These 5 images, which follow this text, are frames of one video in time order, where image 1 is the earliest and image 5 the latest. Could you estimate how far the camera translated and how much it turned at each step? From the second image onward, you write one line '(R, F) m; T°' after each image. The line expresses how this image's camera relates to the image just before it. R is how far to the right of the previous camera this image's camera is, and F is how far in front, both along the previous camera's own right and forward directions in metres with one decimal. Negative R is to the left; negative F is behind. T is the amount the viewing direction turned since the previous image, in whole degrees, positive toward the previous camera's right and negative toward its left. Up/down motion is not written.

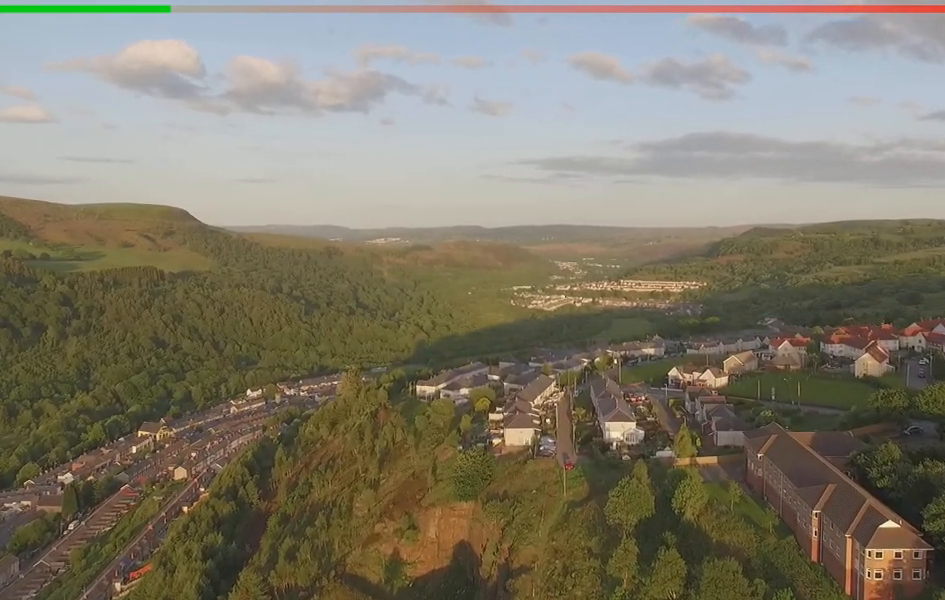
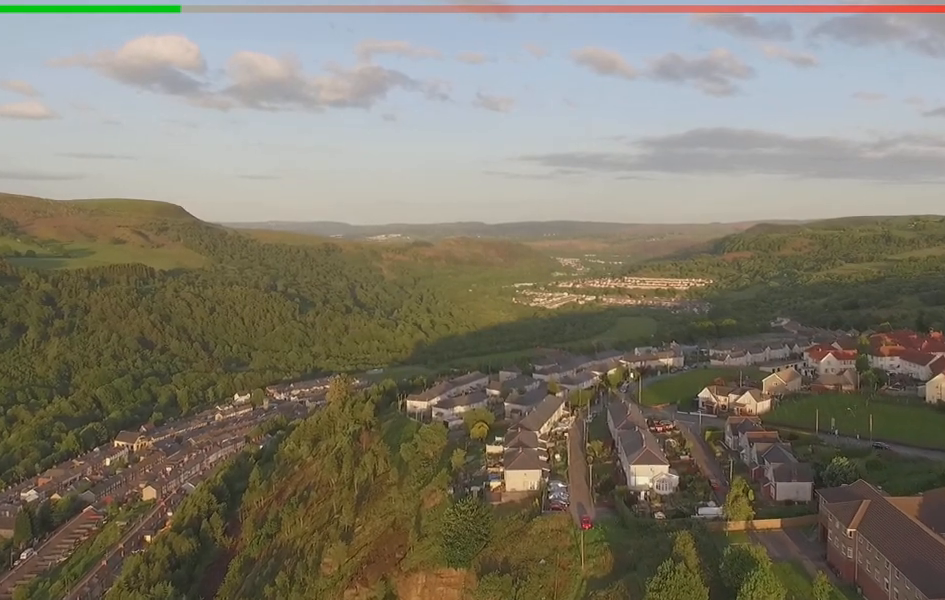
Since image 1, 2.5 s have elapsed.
(+0.2, +38.7) m; 0°
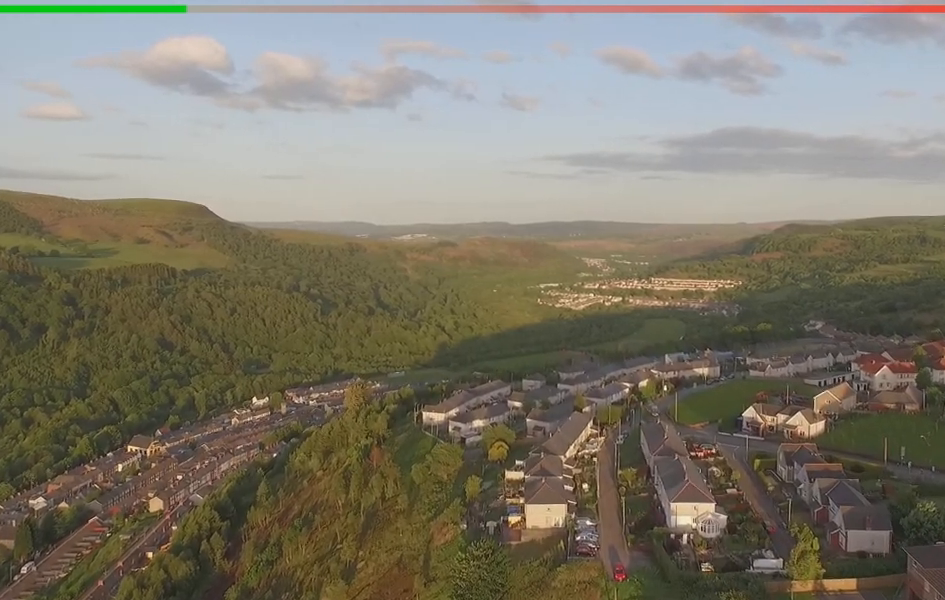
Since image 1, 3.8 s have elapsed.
(-0.1, +19.6) m; -1°
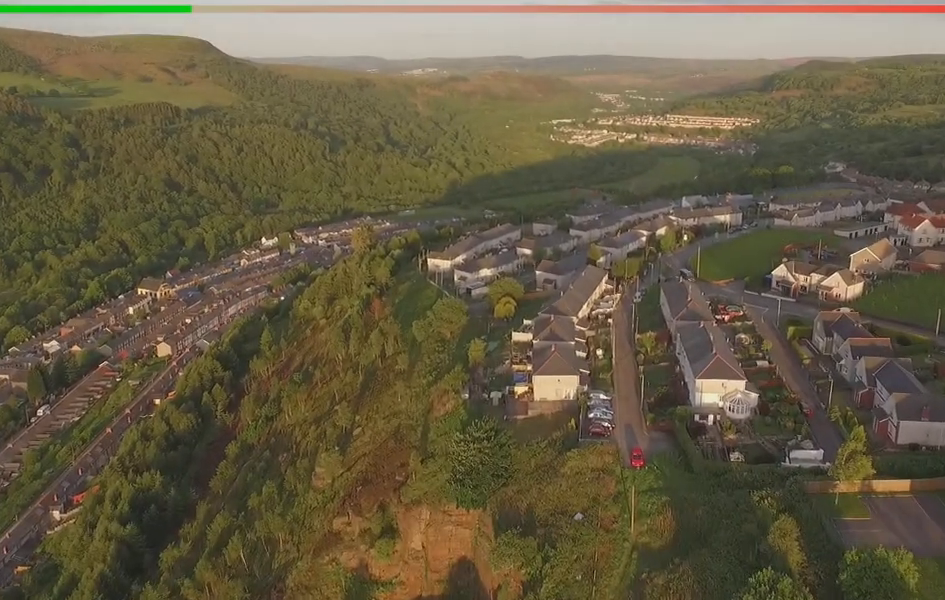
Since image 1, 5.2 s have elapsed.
(-0.1, +20.4) m; -1°
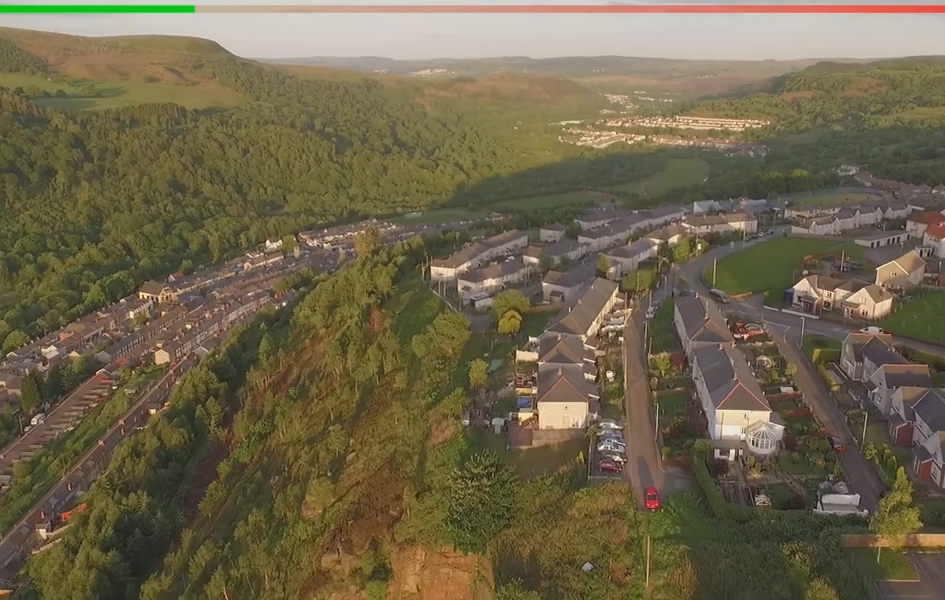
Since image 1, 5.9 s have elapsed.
(0.0, +10.8) m; -1°
